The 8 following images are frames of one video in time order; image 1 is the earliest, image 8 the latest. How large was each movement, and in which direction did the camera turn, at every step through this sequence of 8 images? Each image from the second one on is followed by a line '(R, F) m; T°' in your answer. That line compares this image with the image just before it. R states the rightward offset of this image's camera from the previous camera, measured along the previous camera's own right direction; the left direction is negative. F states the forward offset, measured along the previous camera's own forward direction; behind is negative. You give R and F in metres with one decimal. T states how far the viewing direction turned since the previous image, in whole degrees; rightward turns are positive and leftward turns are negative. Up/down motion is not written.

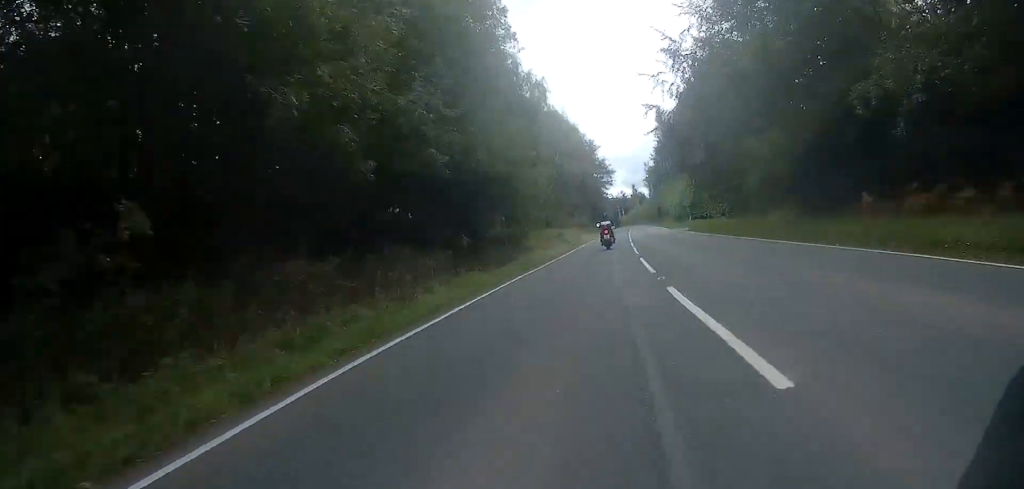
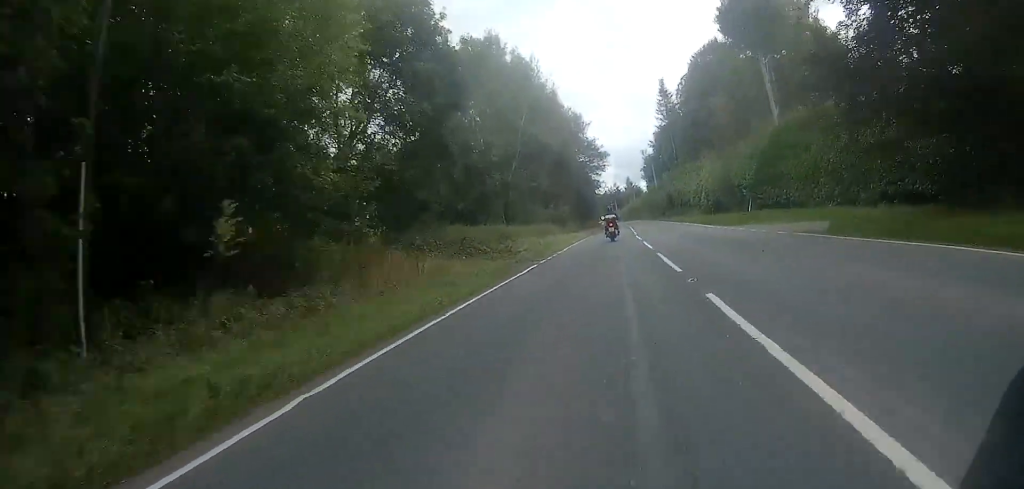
(+0.3, +28.5) m; +1°
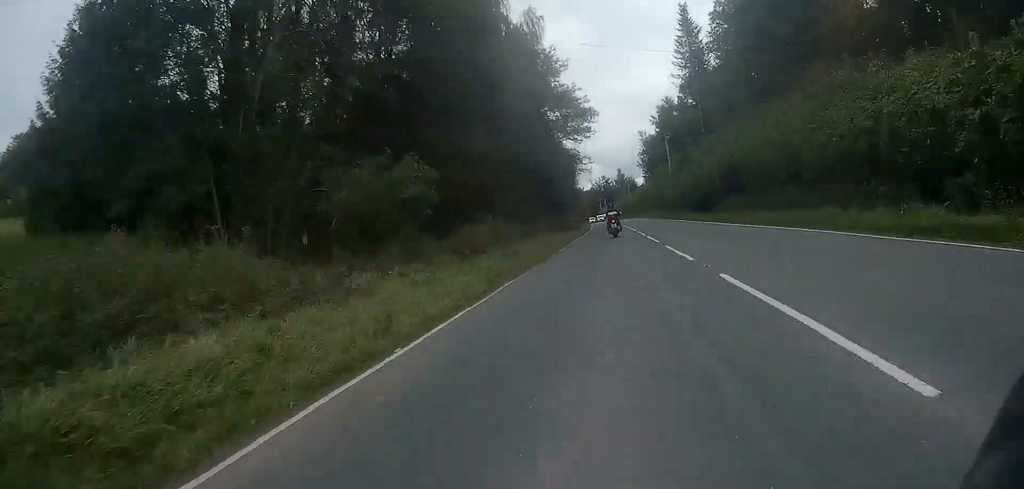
(+0.2, +42.5) m; +1°
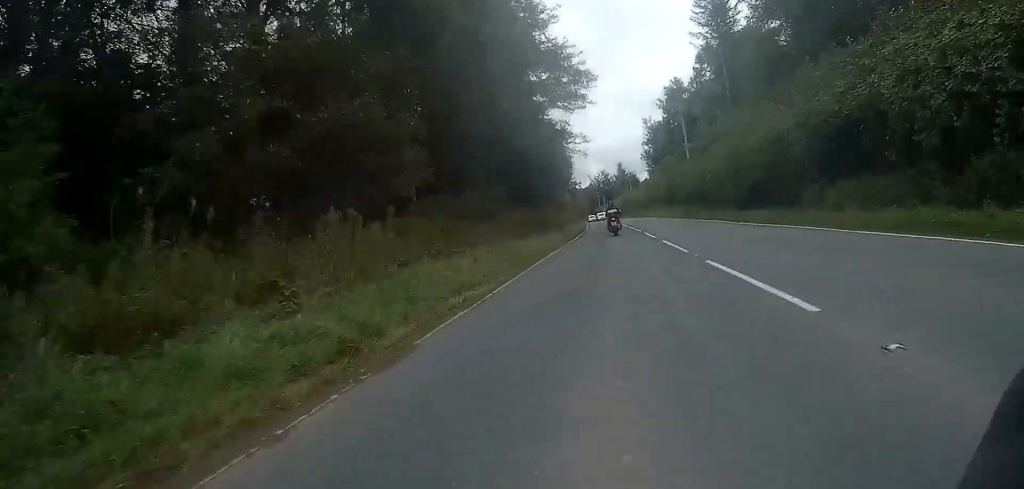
(+0.2, +15.8) m; 0°
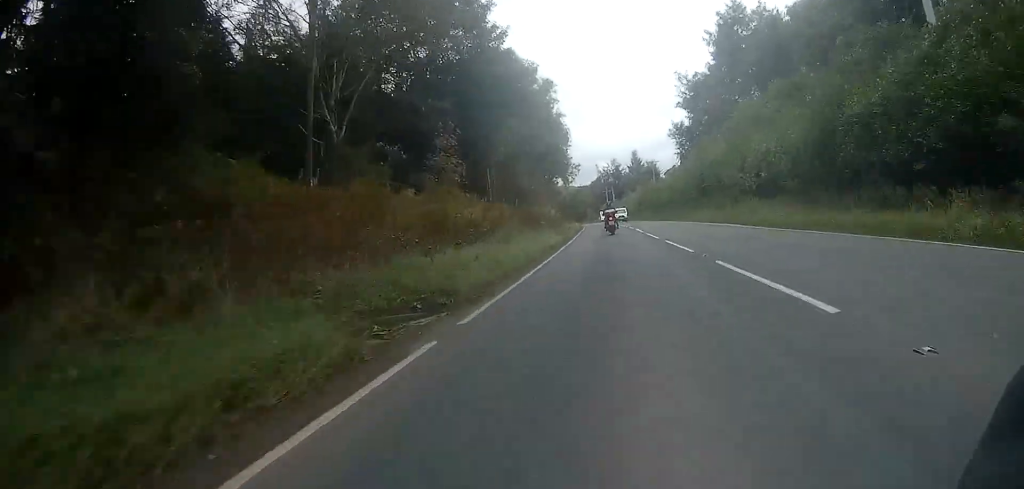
(+0.2, +45.0) m; 0°
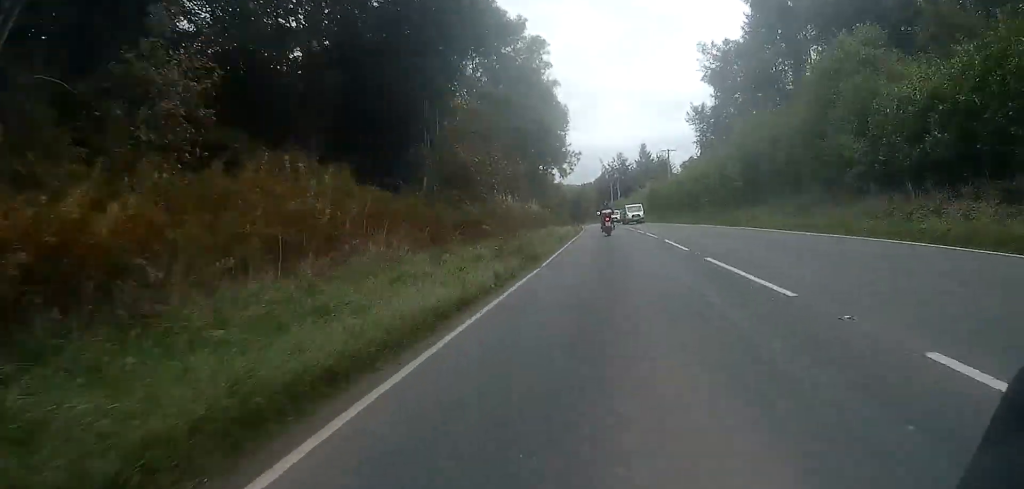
(0.0, +16.4) m; 0°
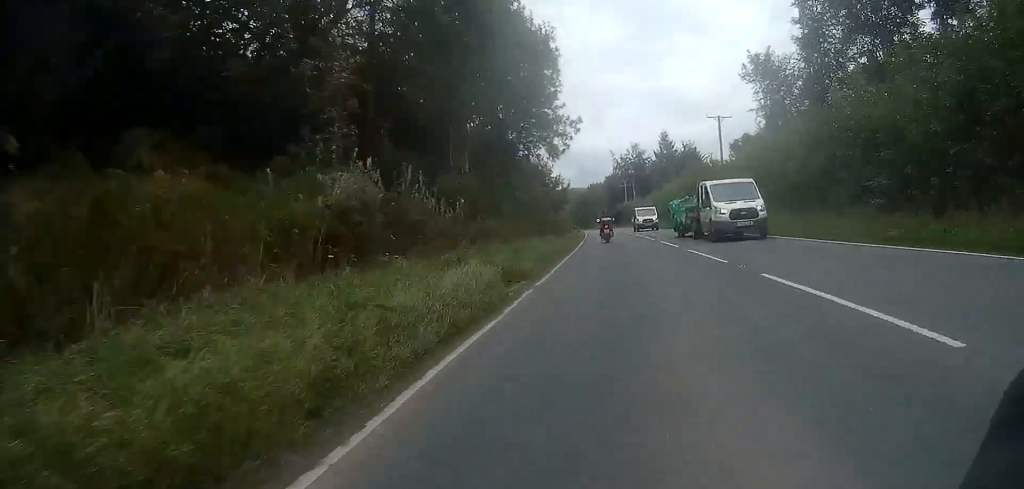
(-0.1, +29.9) m; -1°
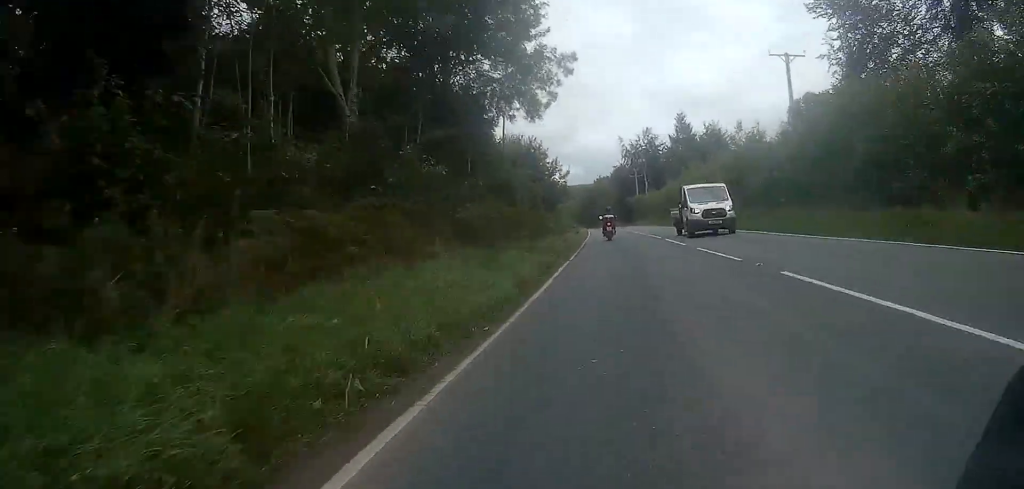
(-0.1, +18.4) m; -1°
